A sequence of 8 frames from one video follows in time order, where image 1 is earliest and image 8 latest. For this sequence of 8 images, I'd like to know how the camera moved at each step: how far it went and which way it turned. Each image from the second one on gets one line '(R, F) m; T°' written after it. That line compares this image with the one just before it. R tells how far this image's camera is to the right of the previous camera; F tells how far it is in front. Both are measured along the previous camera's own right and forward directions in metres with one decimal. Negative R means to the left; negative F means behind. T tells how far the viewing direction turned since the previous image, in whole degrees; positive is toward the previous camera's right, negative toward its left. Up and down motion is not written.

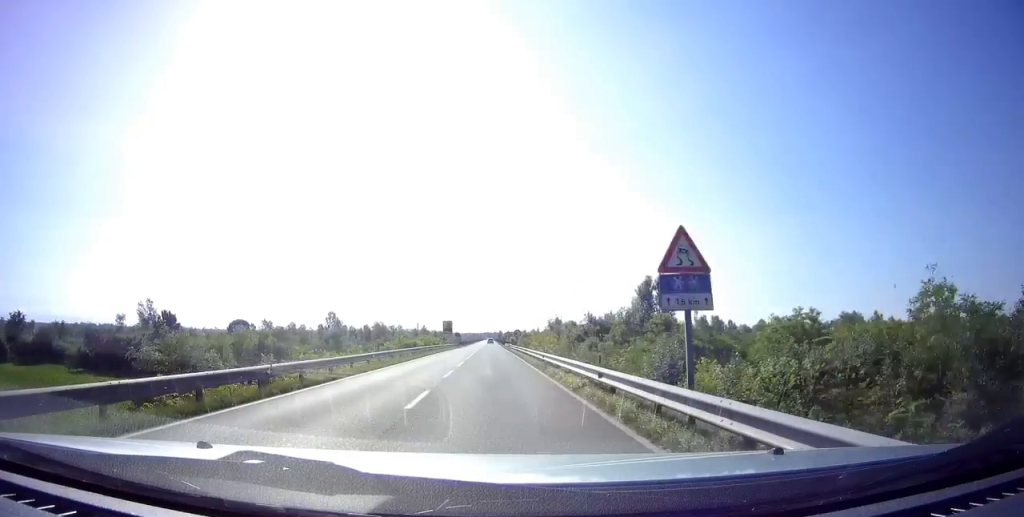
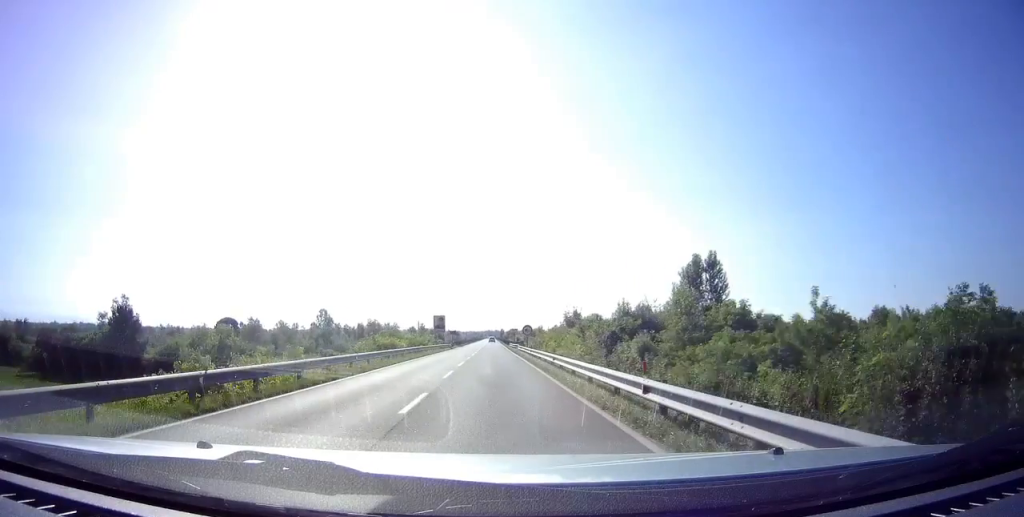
(-0.1, +15.0) m; 0°
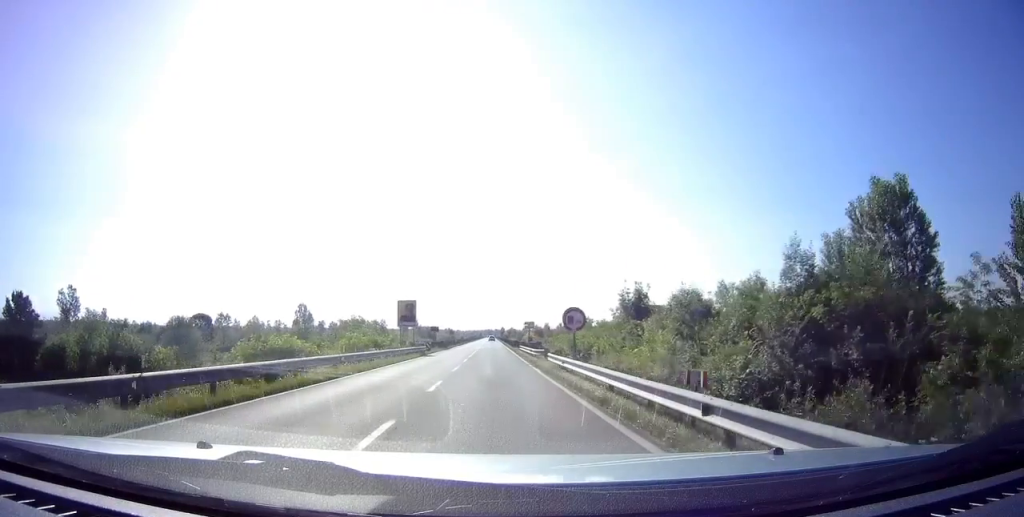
(+0.2, +25.7) m; 0°
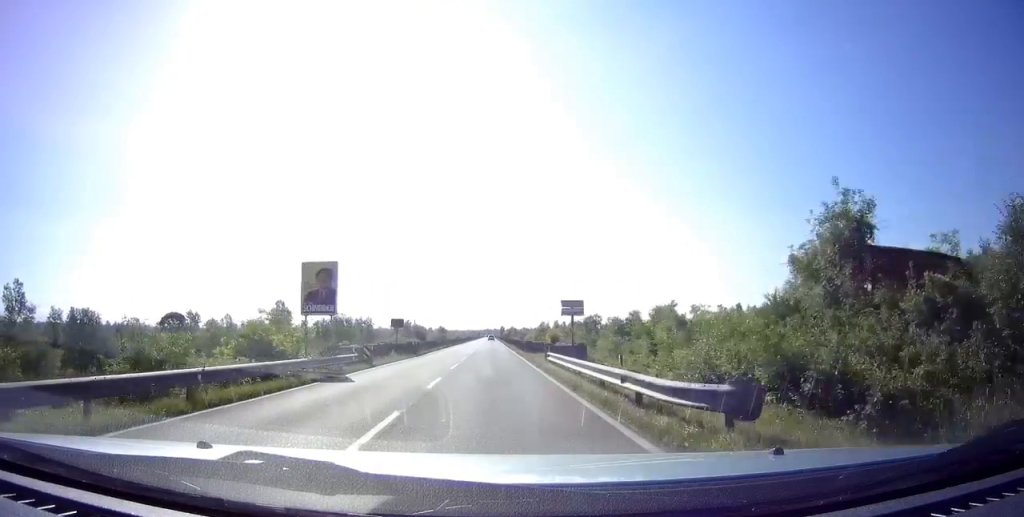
(-0.3, +21.4) m; 0°
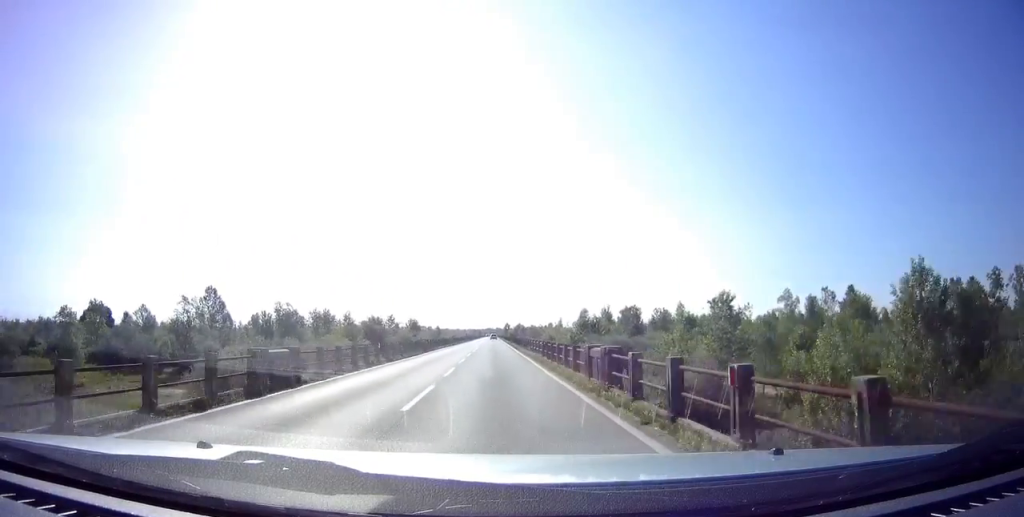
(+0.4, +50.1) m; +1°
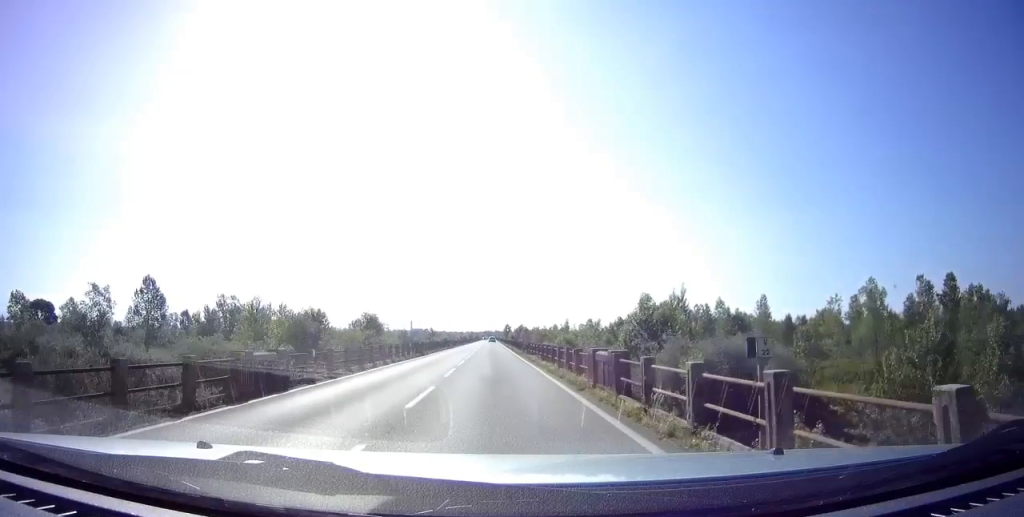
(+0.1, +28.8) m; 0°
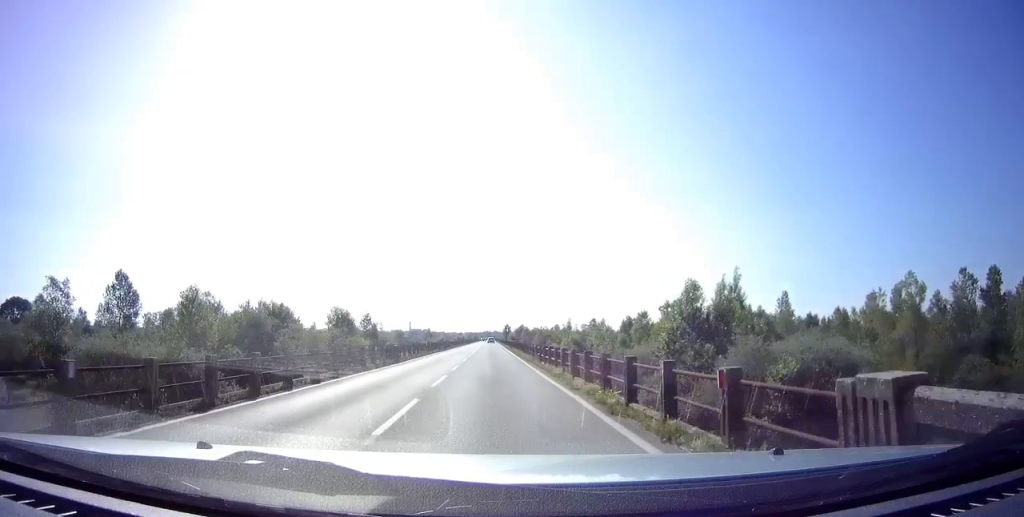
(+0.1, +9.9) m; 0°
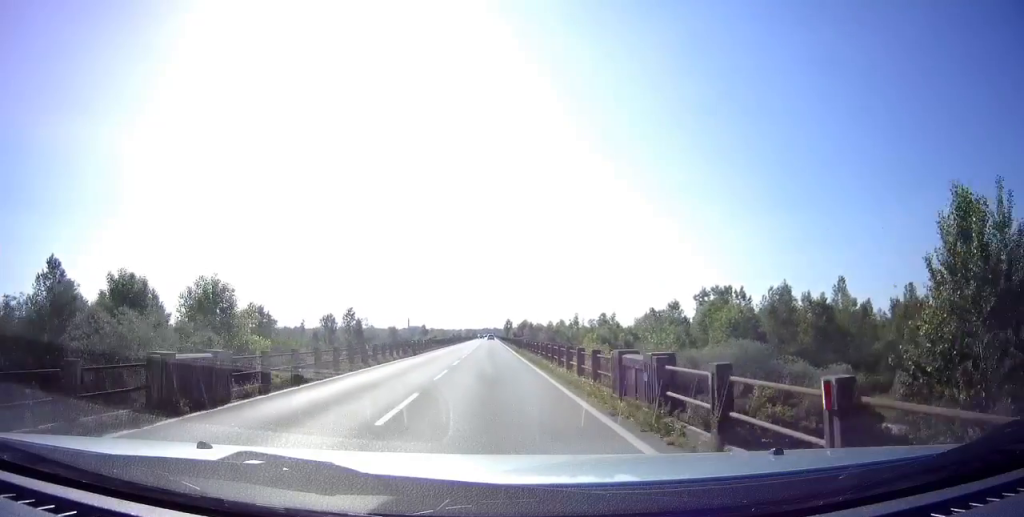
(-0.1, +20.7) m; 0°
